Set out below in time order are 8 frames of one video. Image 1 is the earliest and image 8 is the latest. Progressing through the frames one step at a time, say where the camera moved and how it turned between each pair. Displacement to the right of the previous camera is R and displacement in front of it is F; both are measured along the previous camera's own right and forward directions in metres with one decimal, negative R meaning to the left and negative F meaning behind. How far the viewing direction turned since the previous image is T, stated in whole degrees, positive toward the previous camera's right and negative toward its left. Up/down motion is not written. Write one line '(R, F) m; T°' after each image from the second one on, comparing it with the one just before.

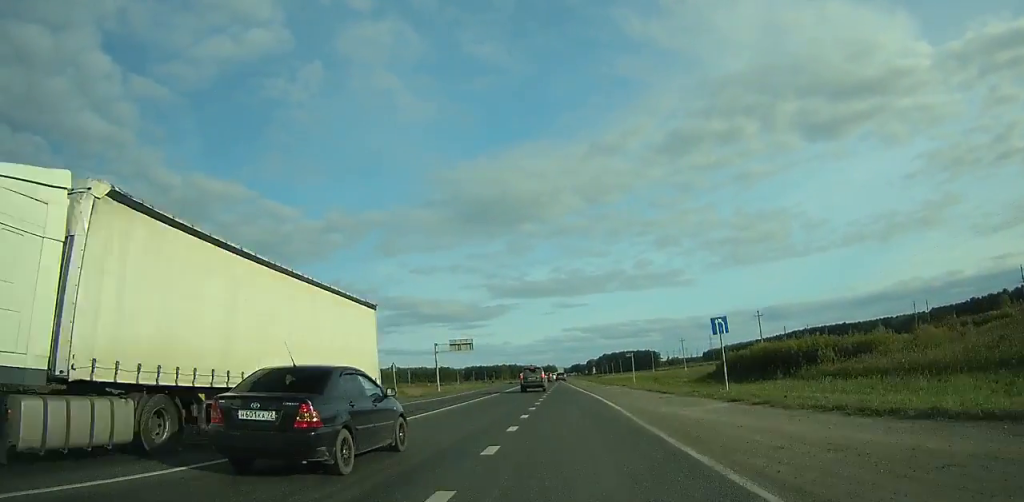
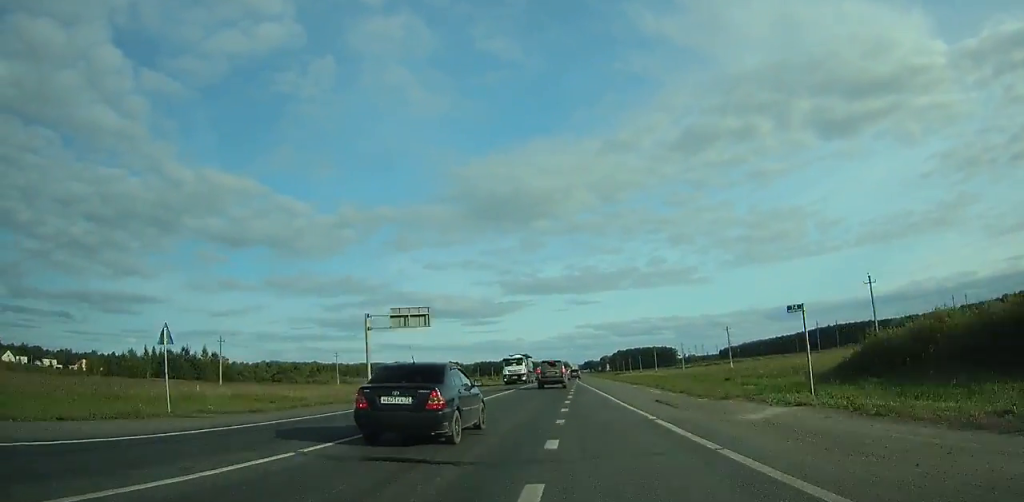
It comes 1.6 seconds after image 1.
(+0.7, +30.2) m; +1°
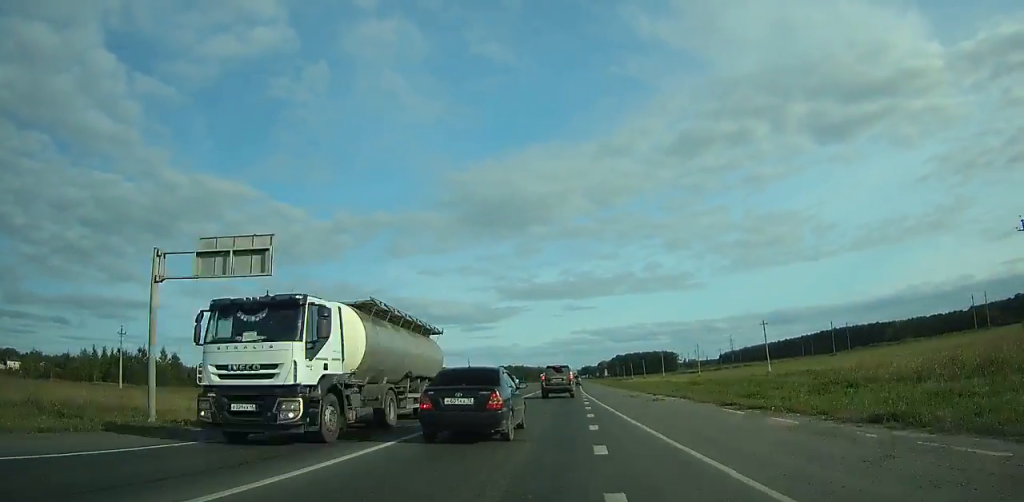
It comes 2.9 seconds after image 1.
(-0.1, +23.9) m; 0°
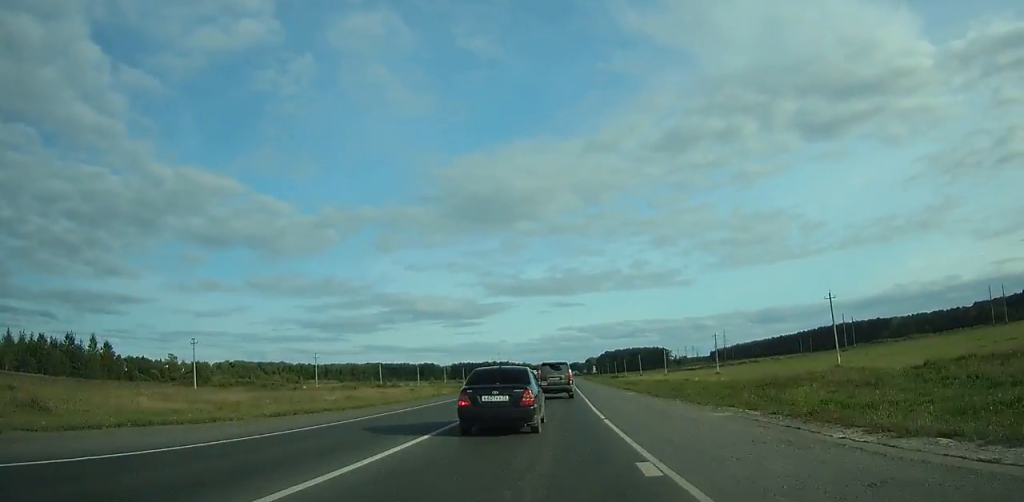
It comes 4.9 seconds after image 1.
(+0.1, +33.6) m; +1°
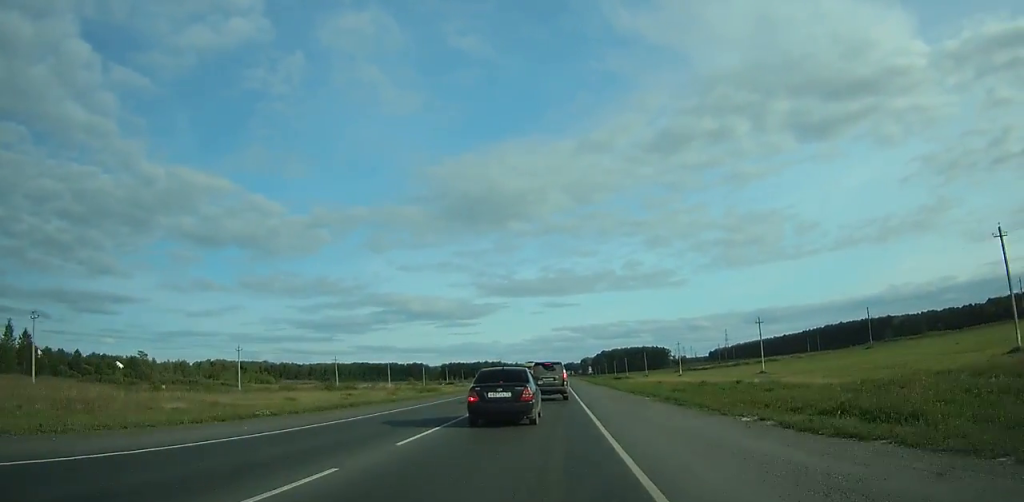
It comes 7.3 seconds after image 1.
(+0.3, +36.9) m; +1°
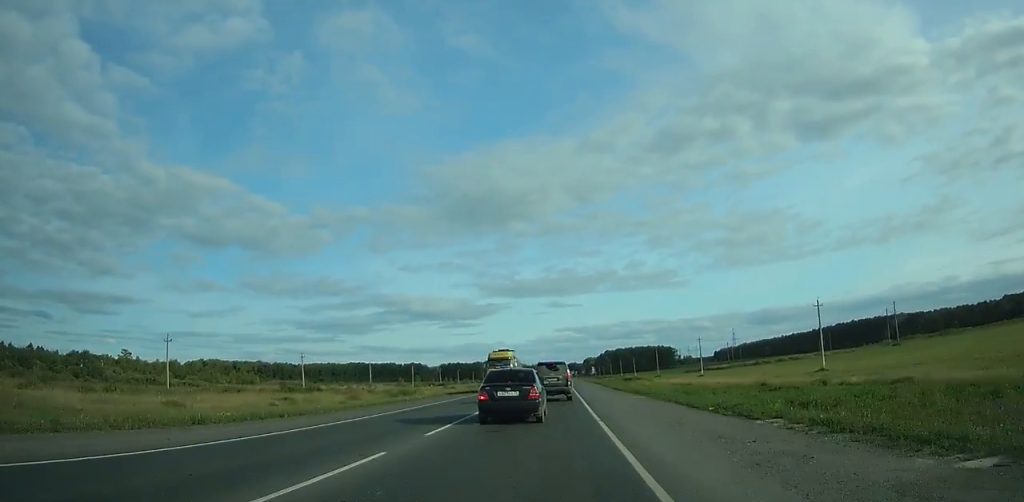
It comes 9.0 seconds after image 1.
(+0.3, +23.5) m; 0°
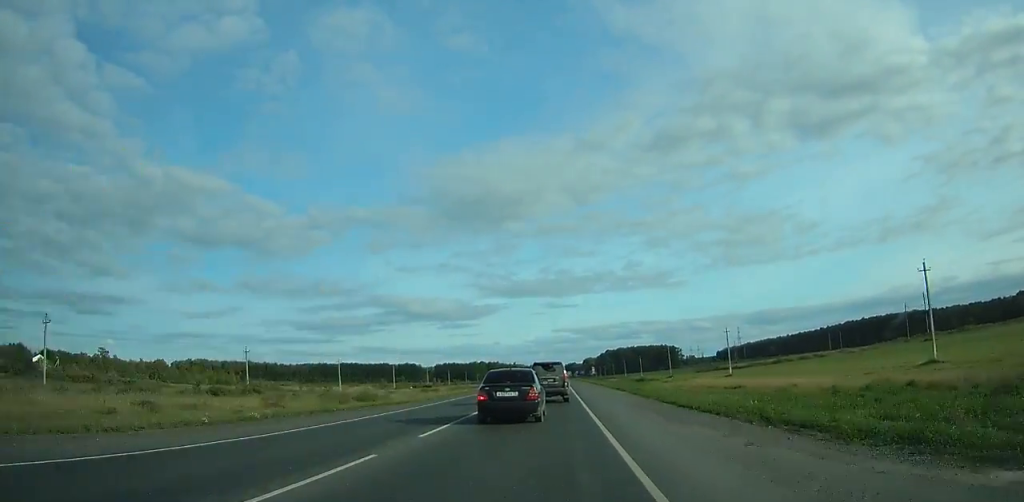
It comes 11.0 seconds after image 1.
(0.0, +25.7) m; 0°
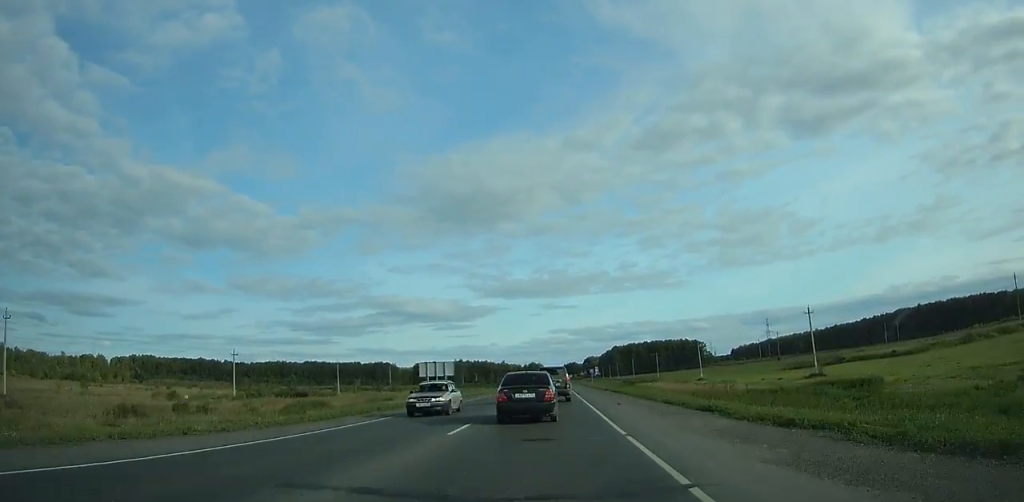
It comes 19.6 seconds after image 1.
(-1.3, +102.2) m; -1°
